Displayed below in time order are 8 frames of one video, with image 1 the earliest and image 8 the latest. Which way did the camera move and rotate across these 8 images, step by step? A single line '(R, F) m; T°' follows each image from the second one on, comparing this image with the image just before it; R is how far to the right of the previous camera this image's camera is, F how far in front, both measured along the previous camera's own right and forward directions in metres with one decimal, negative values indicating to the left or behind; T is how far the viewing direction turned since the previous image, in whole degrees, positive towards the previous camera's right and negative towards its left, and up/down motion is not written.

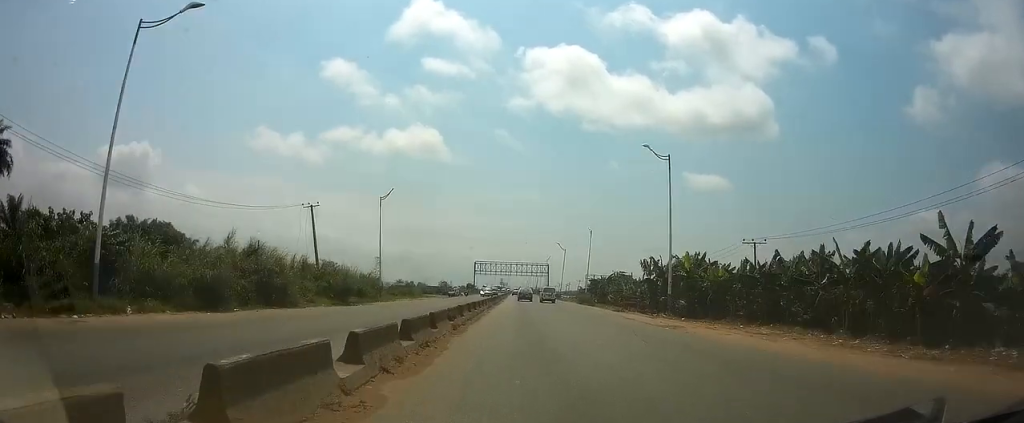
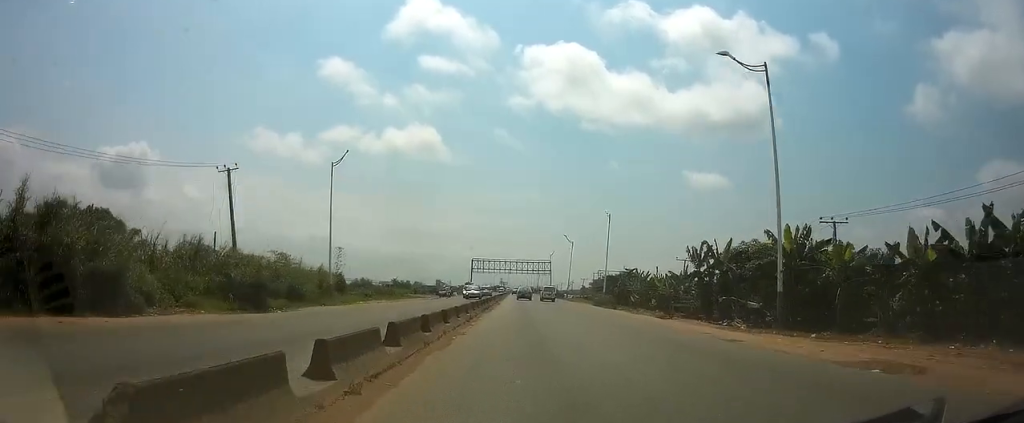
(0.0, +15.6) m; 0°
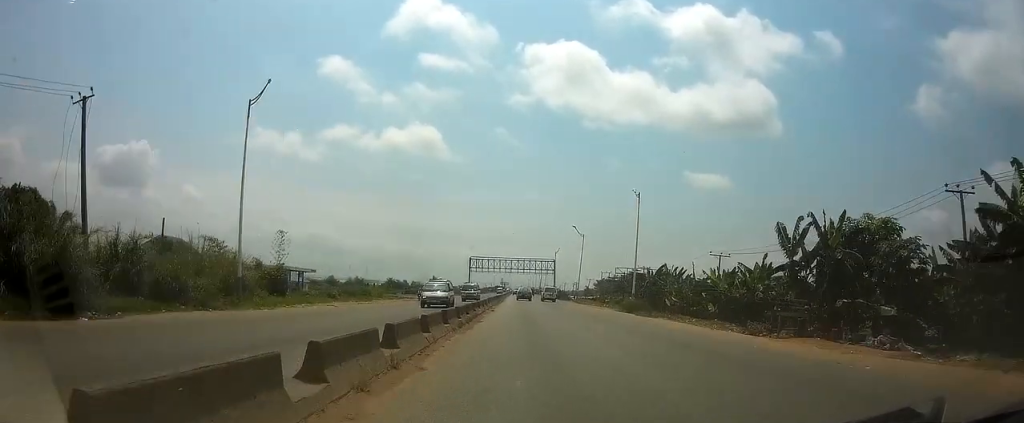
(-0.1, +14.3) m; 0°
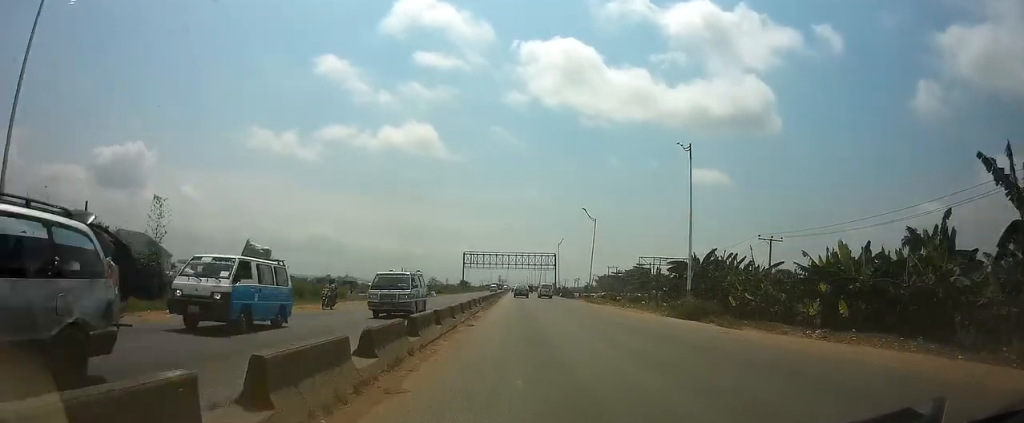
(+0.1, +15.3) m; 0°
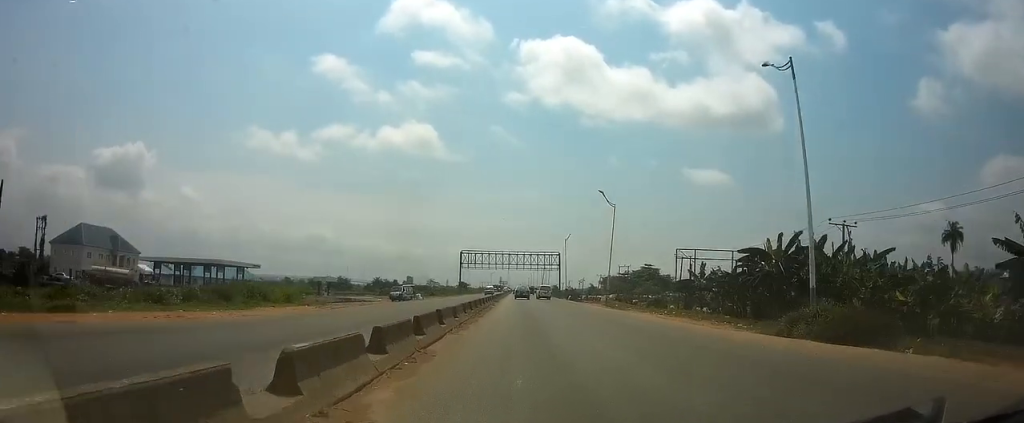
(0.0, +13.9) m; 0°
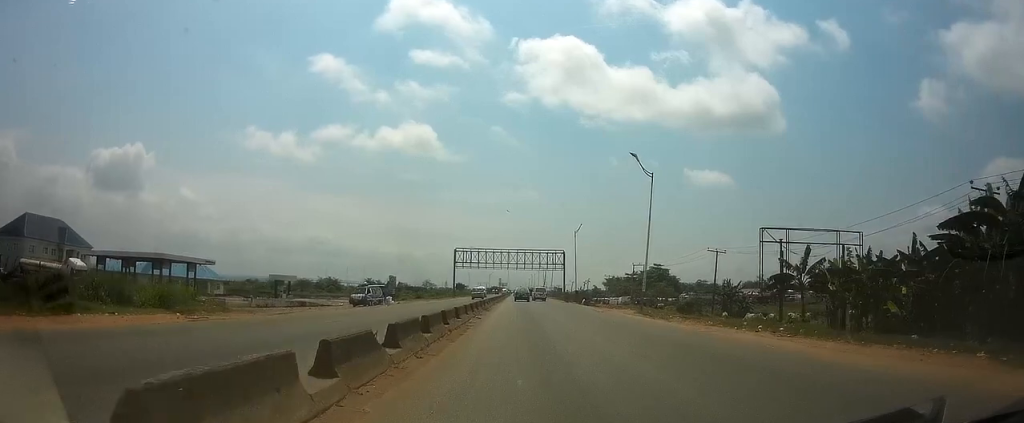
(0.0, +16.6) m; 0°
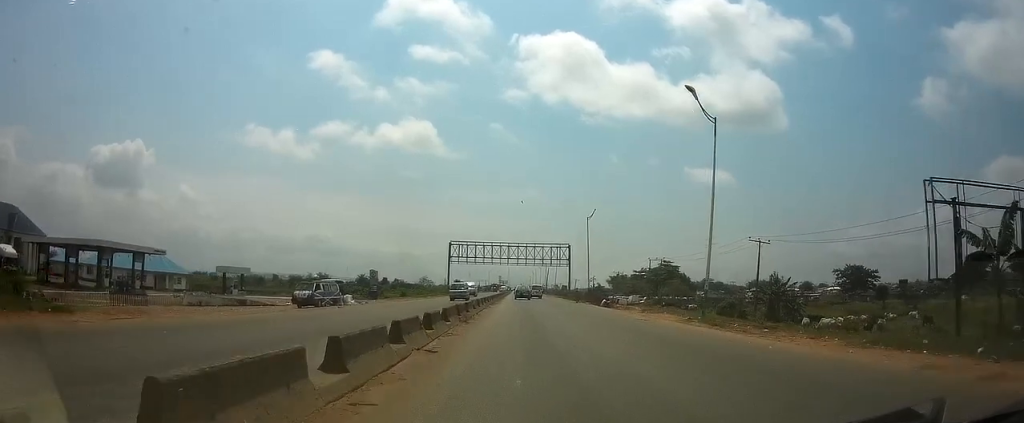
(-0.1, +14.2) m; 0°
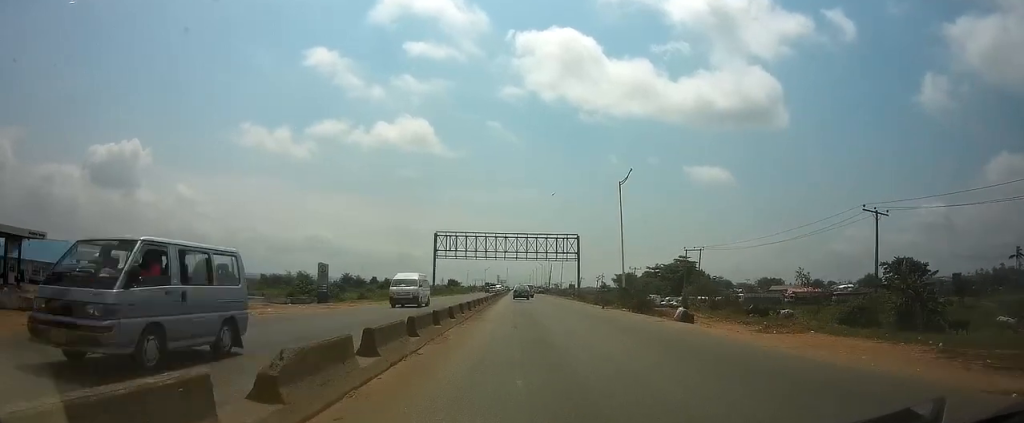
(+0.1, +22.6) m; 0°
